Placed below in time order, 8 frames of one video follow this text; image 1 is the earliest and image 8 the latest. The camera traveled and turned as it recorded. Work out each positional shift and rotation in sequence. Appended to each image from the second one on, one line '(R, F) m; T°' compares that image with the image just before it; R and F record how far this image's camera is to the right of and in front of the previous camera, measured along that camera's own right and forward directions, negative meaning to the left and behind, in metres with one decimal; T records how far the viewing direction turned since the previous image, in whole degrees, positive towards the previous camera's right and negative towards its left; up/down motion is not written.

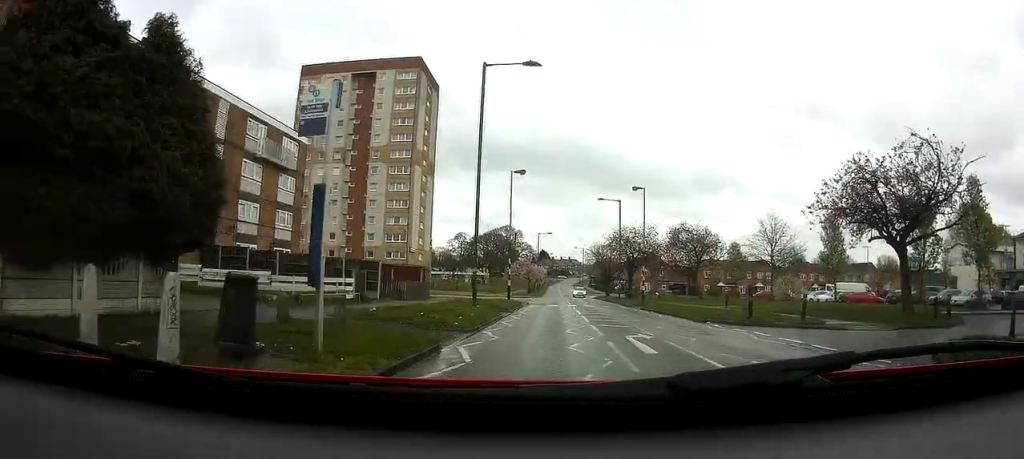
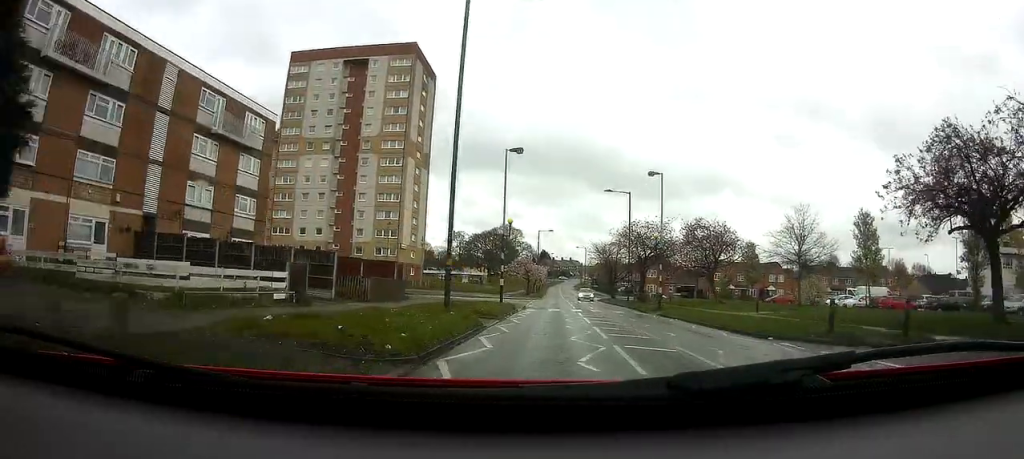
(-0.3, +6.2) m; -5°
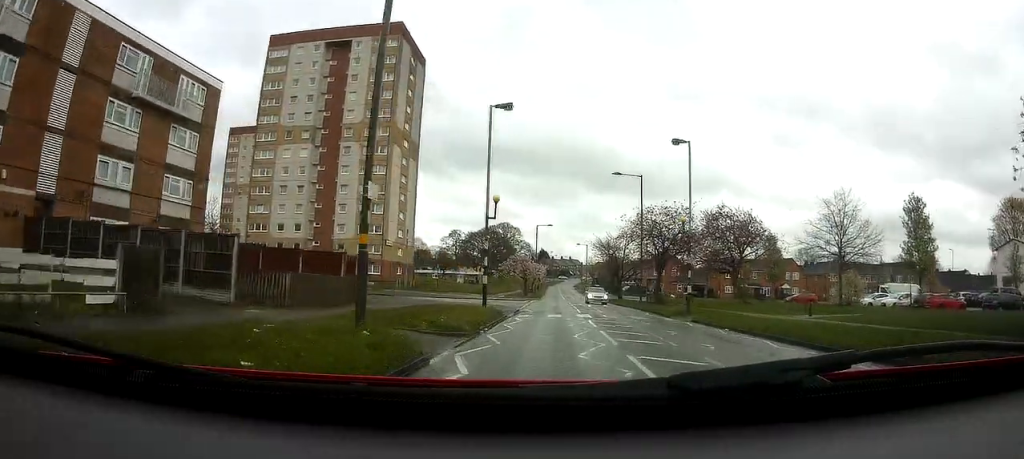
(-0.4, +7.7) m; -2°
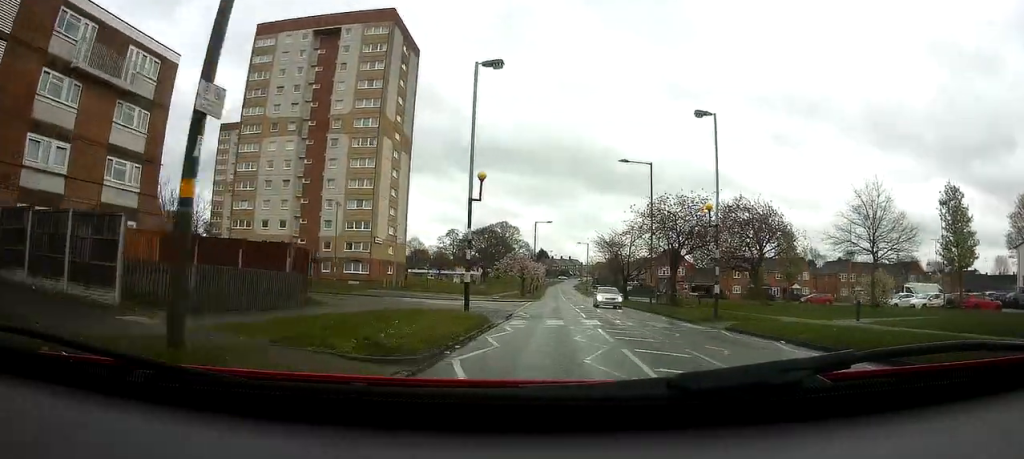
(-0.1, +4.8) m; 0°
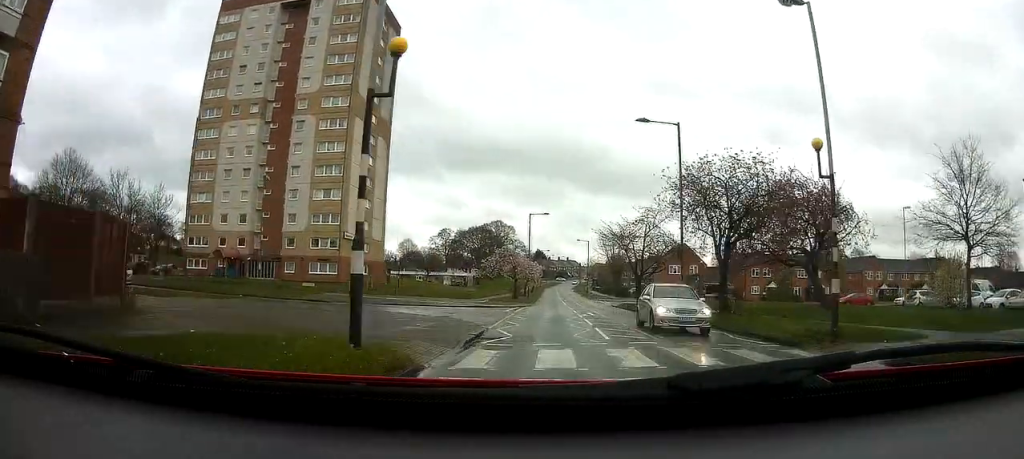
(+0.1, +10.4) m; +2°
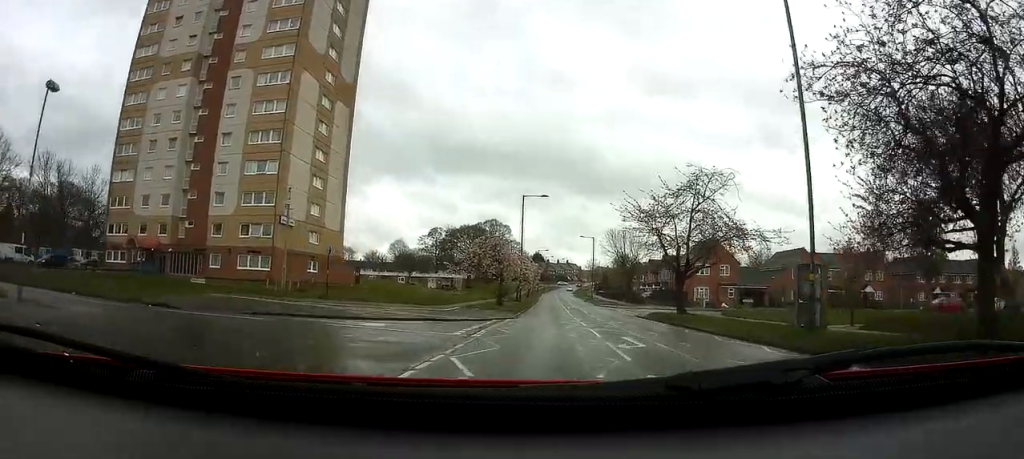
(+0.6, +15.6) m; +2°
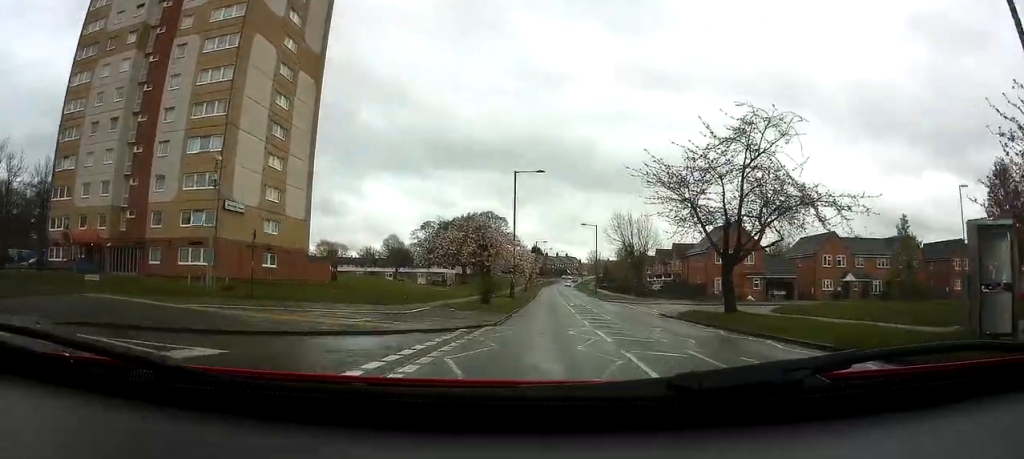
(0.0, +8.8) m; 0°
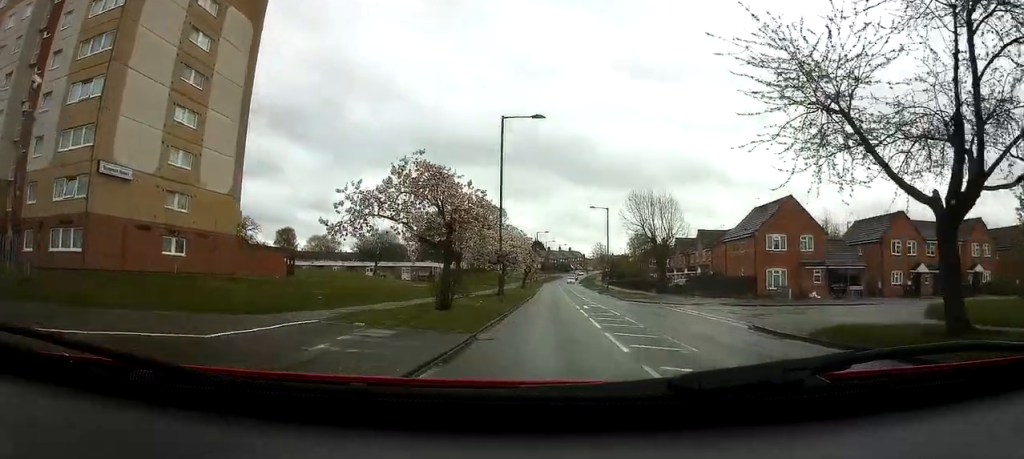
(0.0, +13.9) m; 0°
